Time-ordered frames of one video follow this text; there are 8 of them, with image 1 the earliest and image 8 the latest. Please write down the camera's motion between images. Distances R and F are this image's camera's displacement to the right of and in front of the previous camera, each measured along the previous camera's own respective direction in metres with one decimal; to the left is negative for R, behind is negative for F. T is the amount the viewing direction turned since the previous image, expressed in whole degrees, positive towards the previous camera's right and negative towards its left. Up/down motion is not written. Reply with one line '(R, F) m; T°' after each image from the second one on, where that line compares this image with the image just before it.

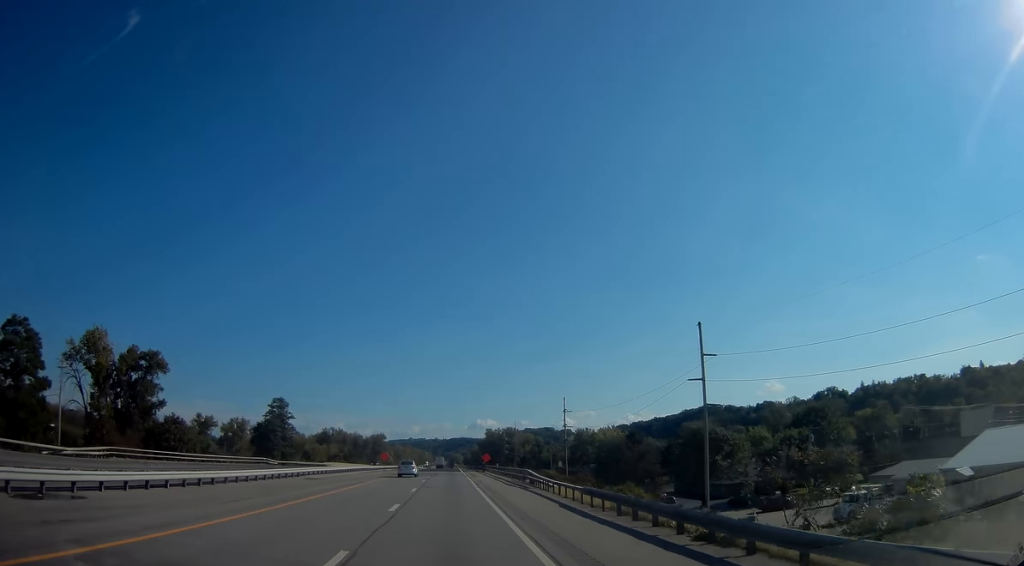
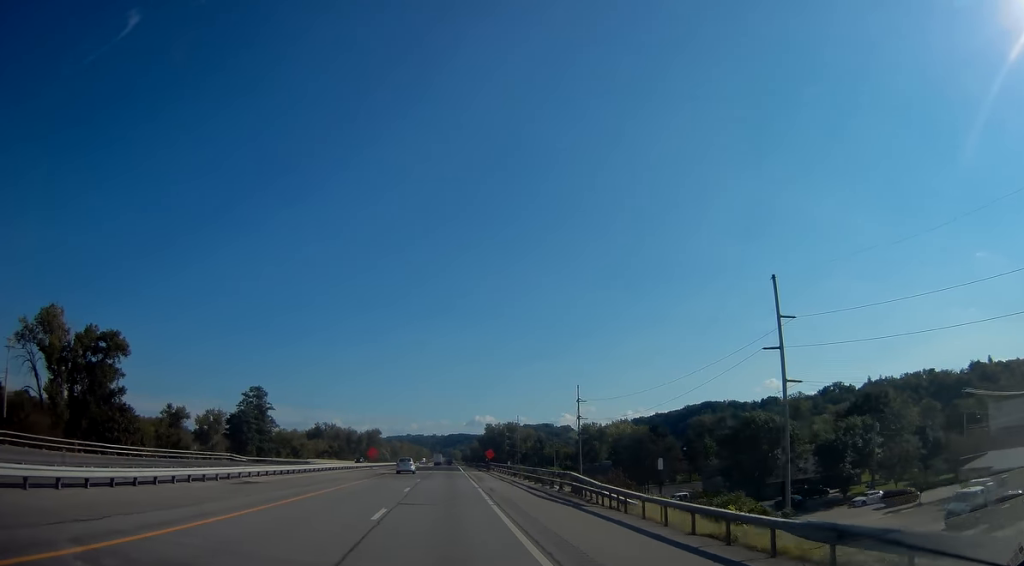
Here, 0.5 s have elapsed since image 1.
(+0.1, +15.9) m; 0°
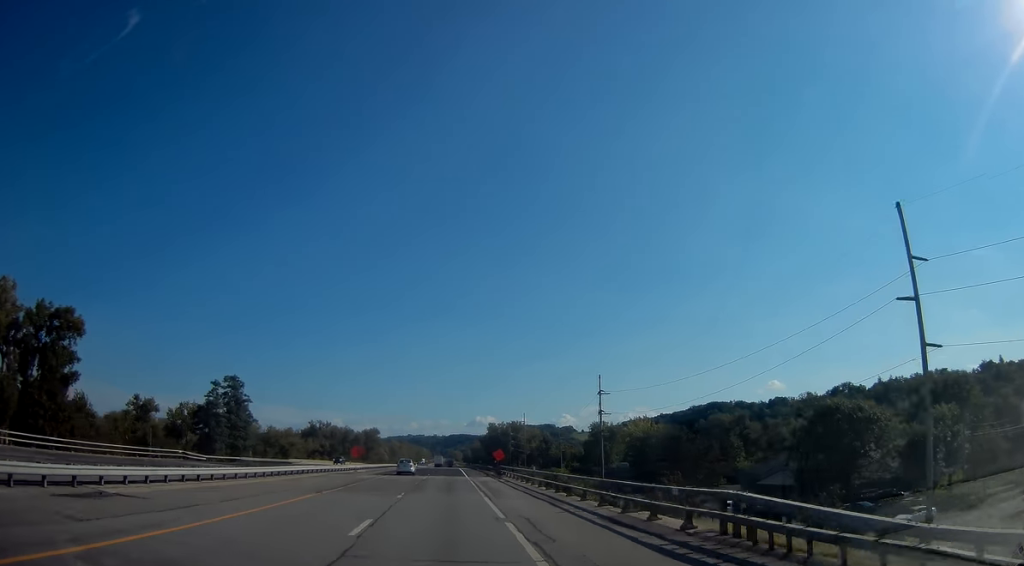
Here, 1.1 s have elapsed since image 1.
(+0.1, +16.0) m; 0°
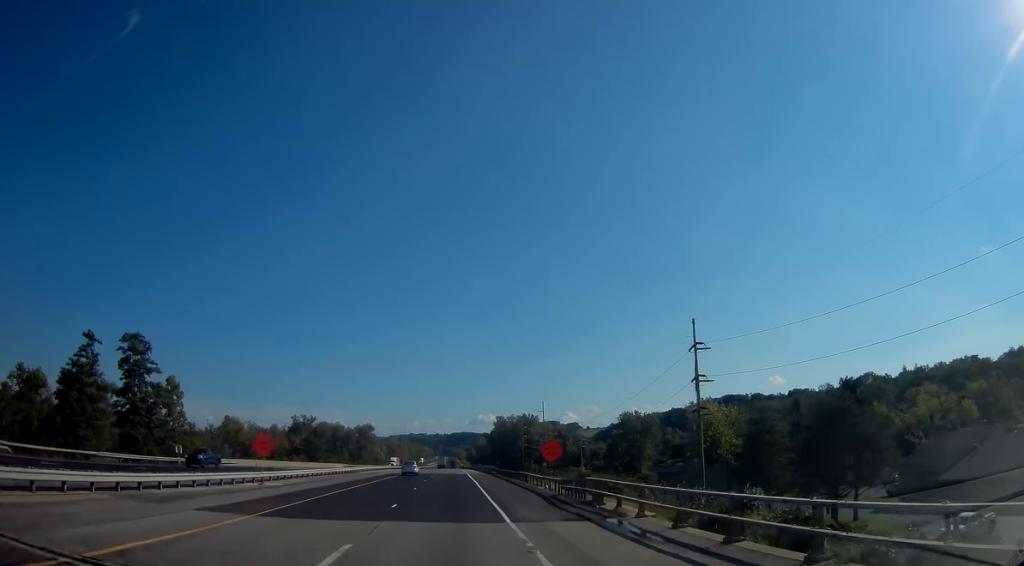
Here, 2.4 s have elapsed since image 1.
(-0.2, +38.9) m; 0°
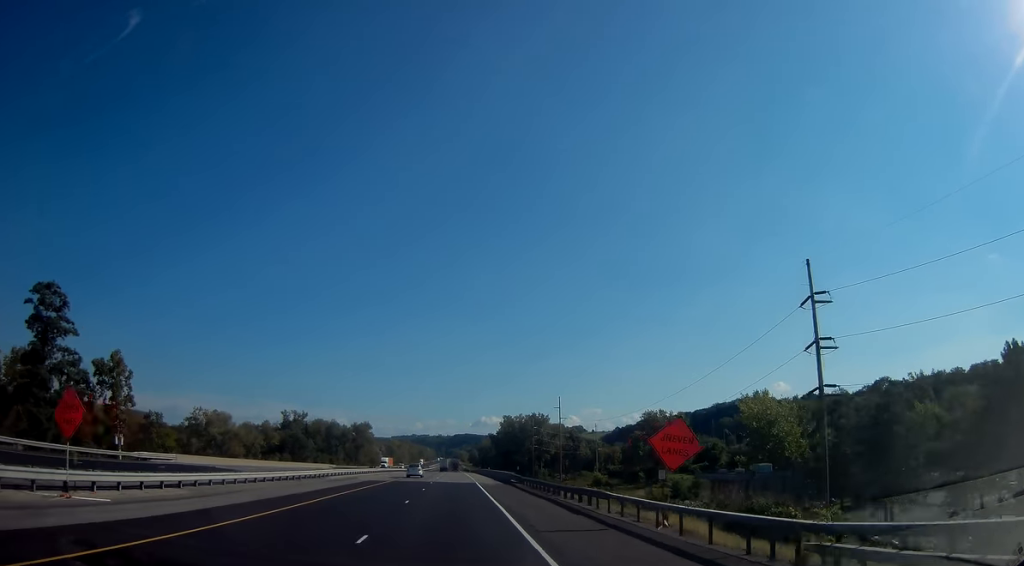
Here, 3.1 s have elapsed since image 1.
(0.0, +21.0) m; 0°
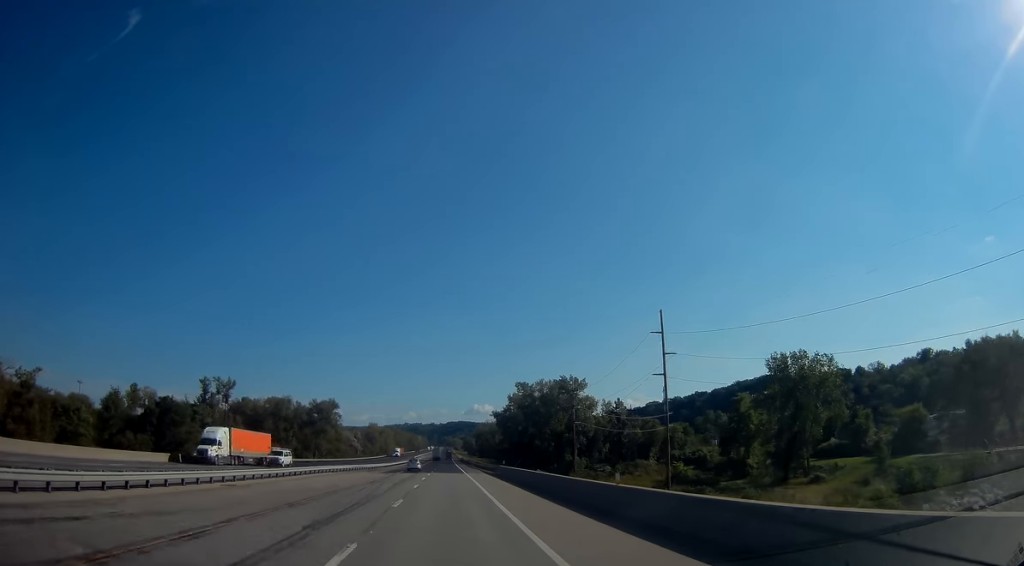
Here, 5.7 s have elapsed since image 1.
(+0.5, +78.6) m; 0°
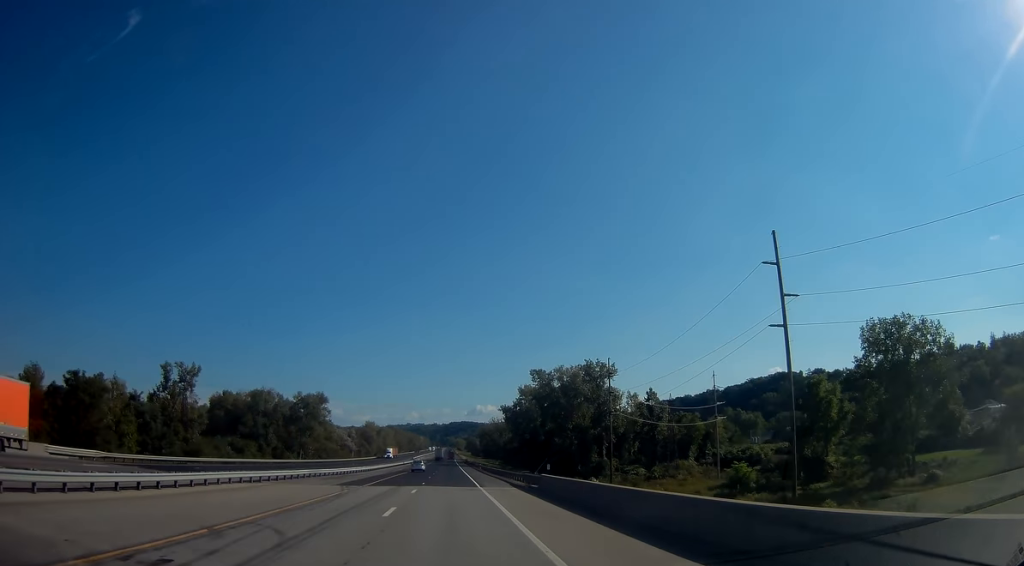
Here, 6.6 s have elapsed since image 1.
(0.0, +27.2) m; 0°
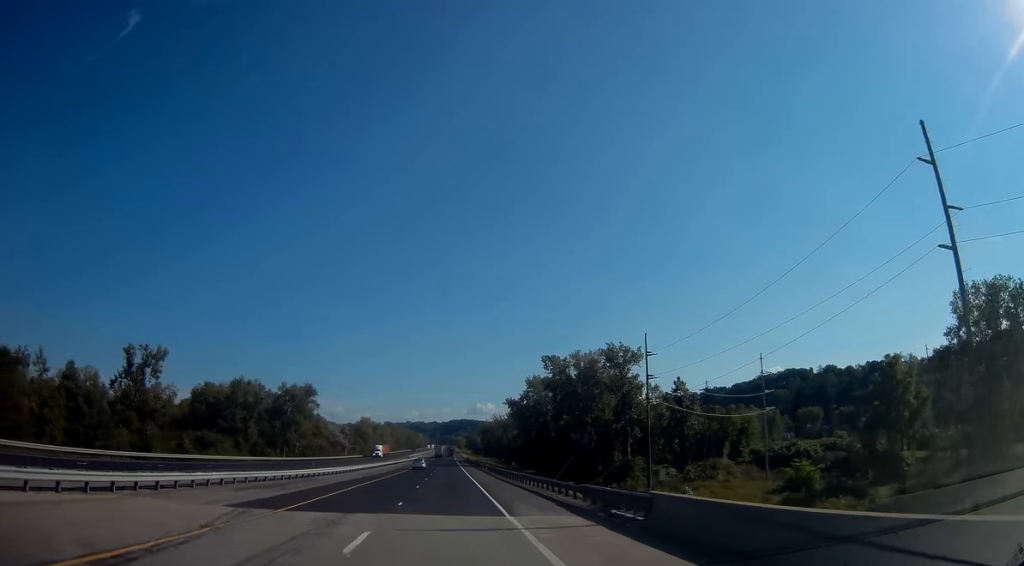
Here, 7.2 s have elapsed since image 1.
(0.0, +19.2) m; 0°
